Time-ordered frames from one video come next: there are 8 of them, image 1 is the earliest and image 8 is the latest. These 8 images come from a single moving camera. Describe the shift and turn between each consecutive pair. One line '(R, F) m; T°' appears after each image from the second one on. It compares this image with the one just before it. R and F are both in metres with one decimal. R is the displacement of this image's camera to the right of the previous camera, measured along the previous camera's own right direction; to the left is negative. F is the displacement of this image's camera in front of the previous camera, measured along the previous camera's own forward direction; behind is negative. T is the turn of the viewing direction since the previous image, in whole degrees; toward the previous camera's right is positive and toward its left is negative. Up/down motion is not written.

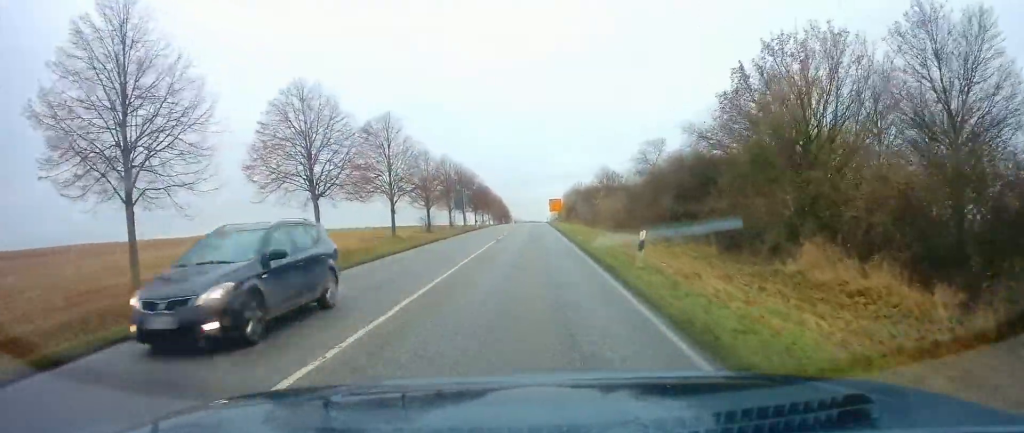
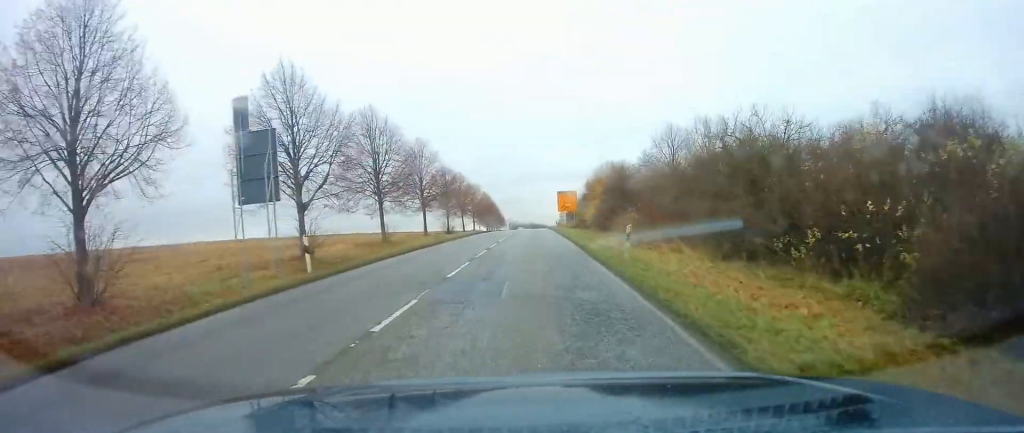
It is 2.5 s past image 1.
(+0.7, +48.0) m; +1°
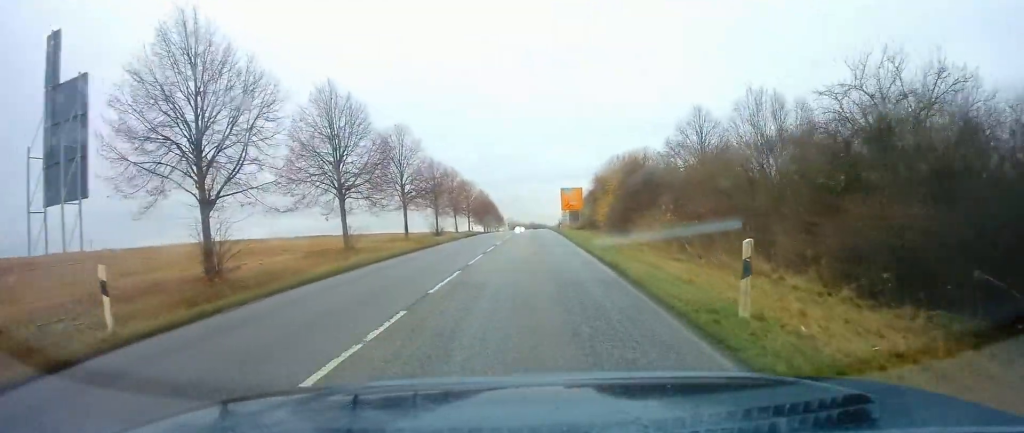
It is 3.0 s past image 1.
(-0.1, +8.7) m; 0°
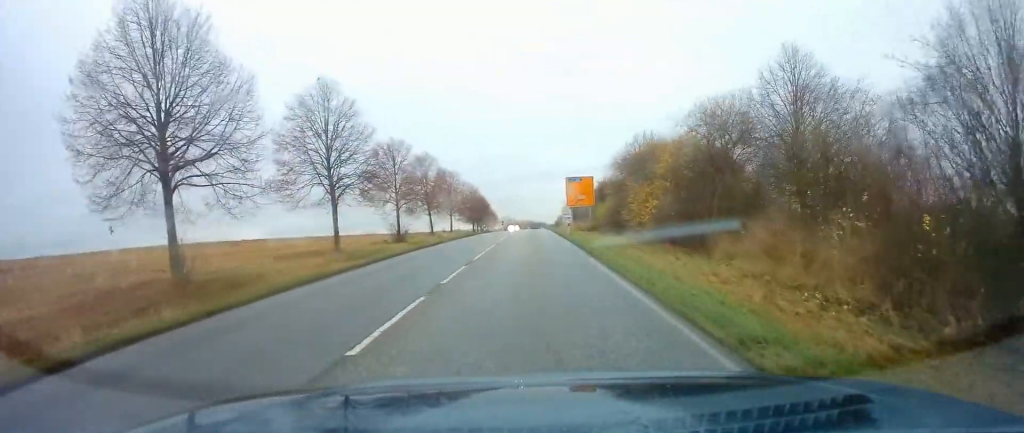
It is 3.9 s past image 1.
(0.0, +16.6) m; 0°
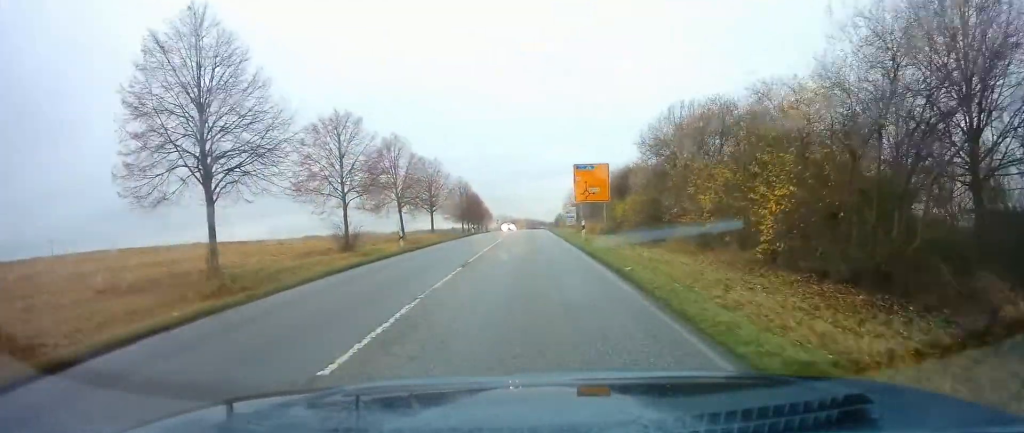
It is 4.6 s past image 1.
(+0.1, +12.6) m; 0°
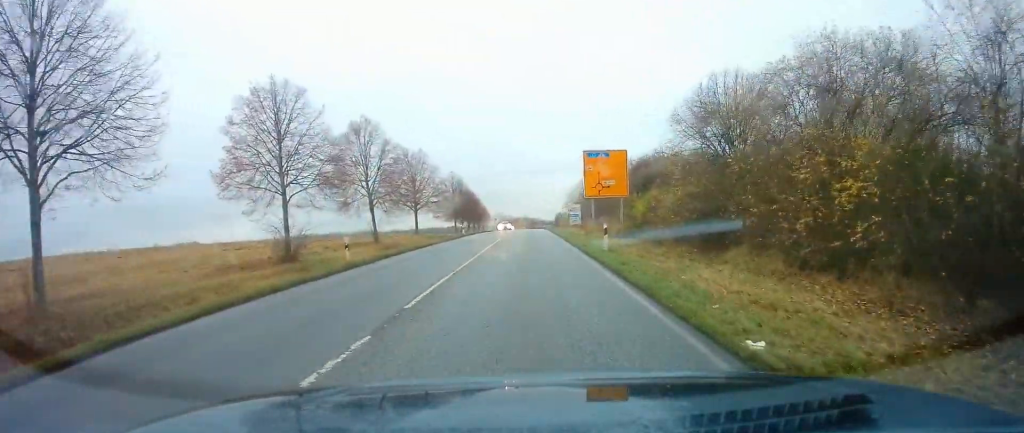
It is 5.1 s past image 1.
(+0.1, +8.5) m; 0°
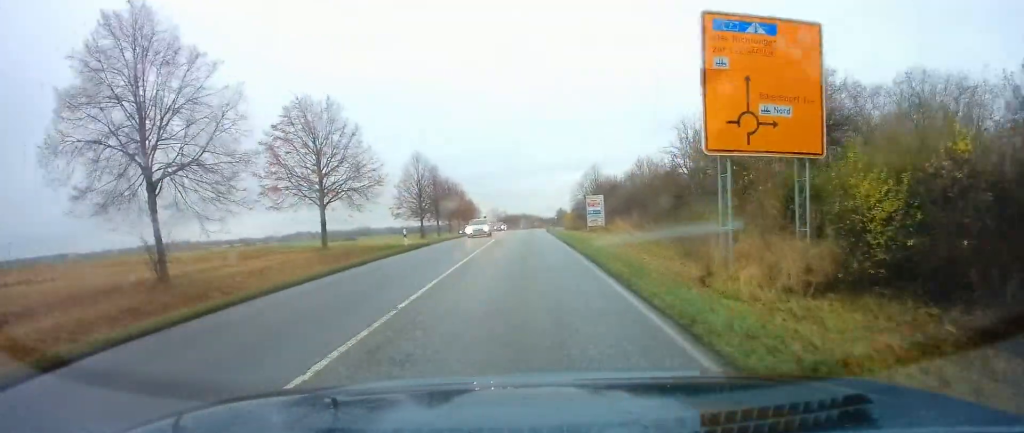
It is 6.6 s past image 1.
(0.0, +24.0) m; 0°
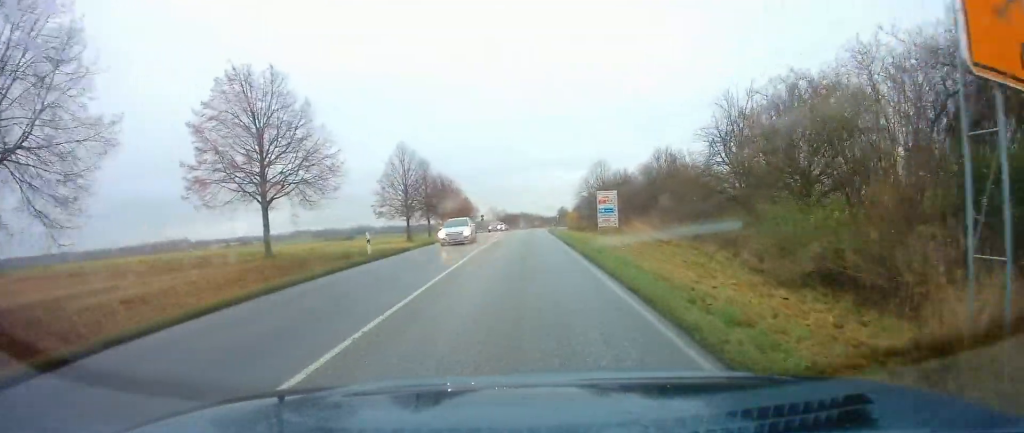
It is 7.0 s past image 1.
(+0.1, +7.0) m; 0°
